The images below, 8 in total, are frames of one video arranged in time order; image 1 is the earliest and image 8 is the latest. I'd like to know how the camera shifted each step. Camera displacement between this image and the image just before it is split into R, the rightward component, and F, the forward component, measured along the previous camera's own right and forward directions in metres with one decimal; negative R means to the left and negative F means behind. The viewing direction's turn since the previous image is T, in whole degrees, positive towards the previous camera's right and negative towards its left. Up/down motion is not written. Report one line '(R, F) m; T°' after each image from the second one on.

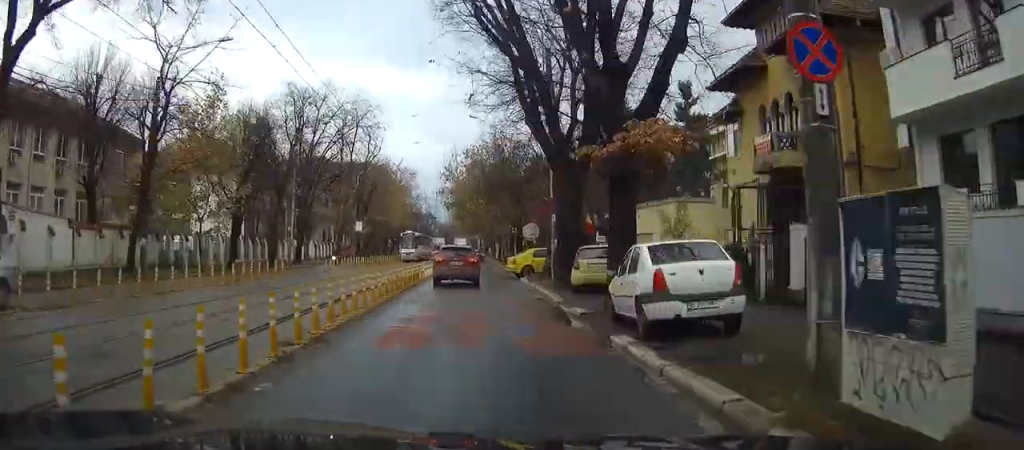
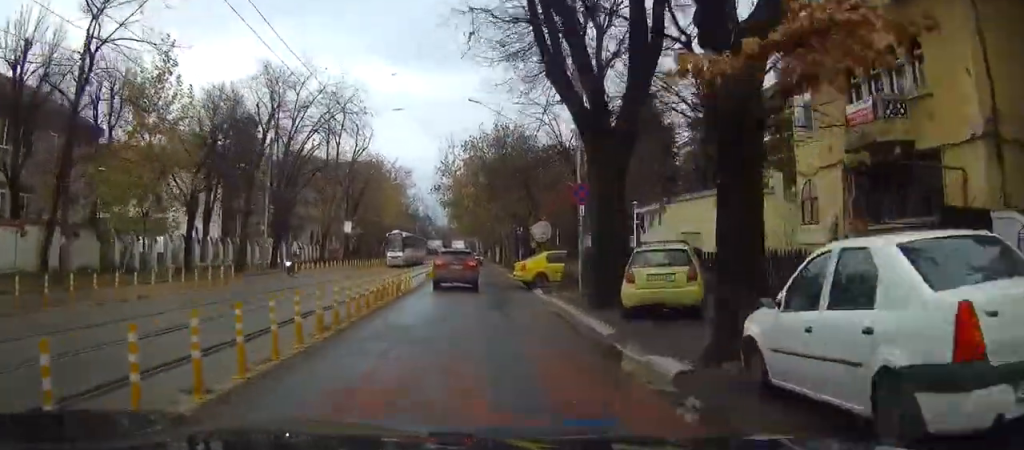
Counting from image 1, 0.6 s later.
(+0.1, +7.5) m; 0°
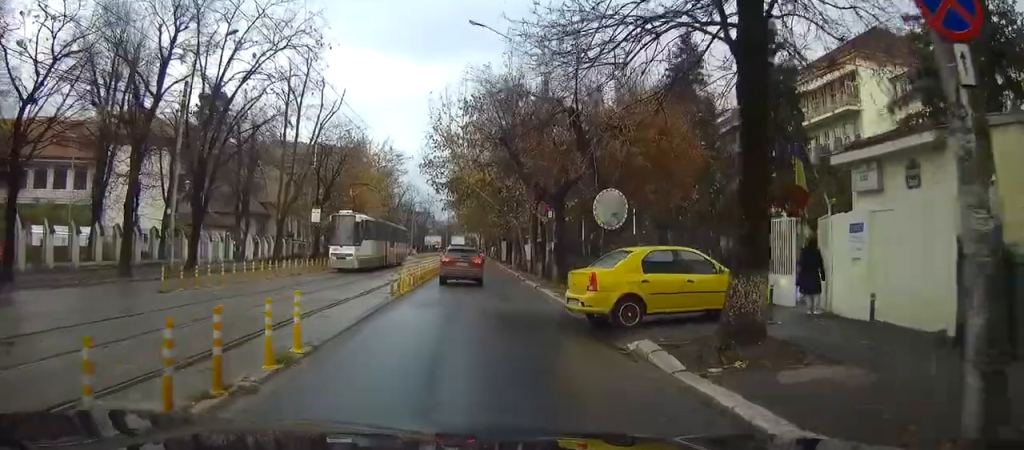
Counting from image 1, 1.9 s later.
(-0.2, +17.1) m; 0°
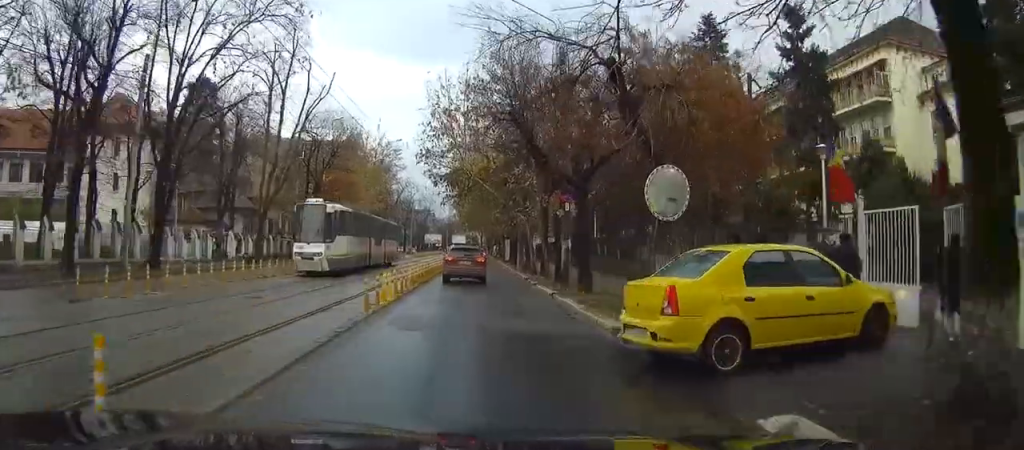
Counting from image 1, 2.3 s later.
(0.0, +5.3) m; 0°
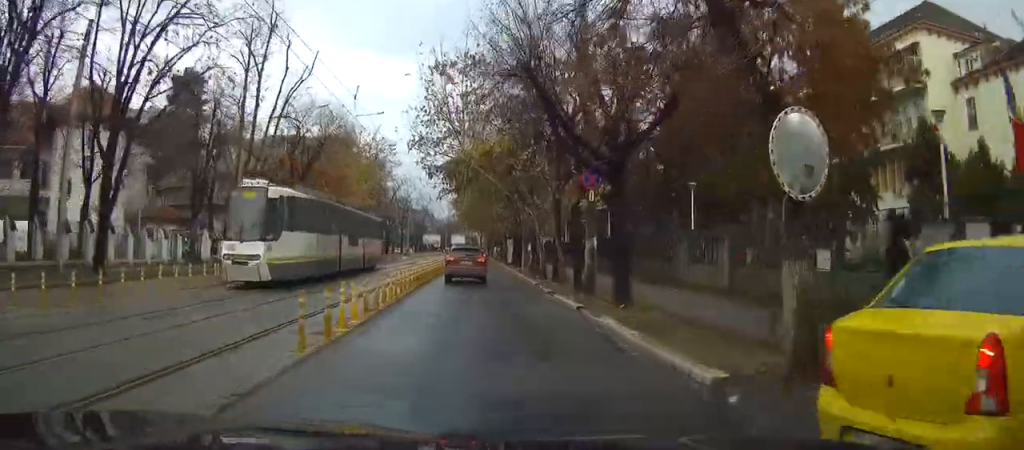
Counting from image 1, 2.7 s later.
(0.0, +5.7) m; 0°
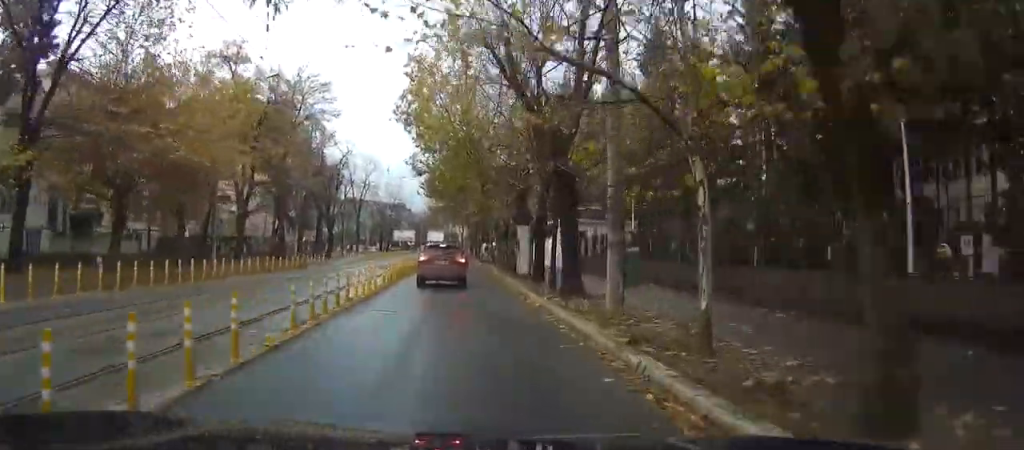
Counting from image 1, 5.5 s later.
(+0.2, +36.9) m; +1°
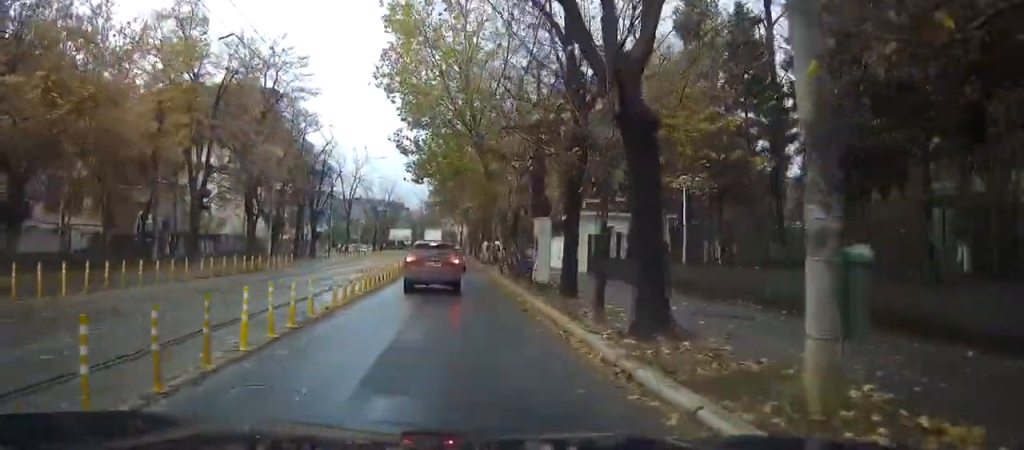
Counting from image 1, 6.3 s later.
(+0.1, +9.7) m; +1°
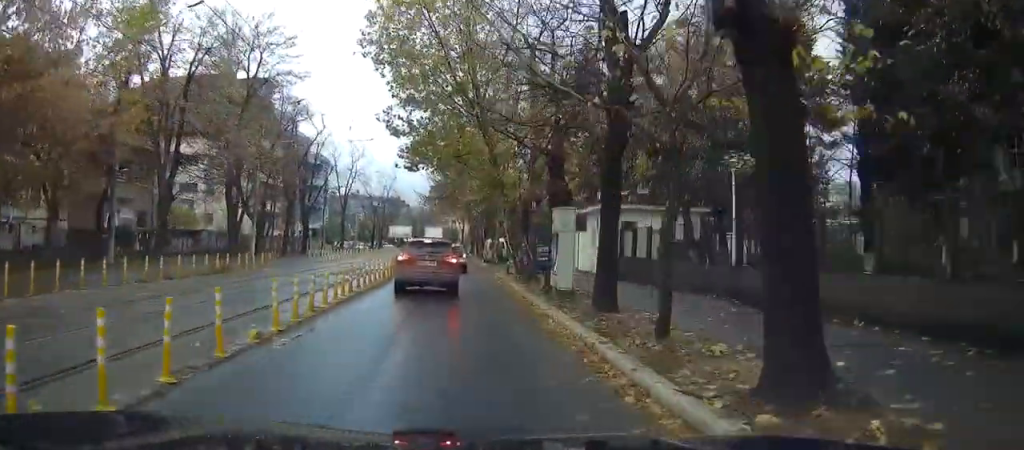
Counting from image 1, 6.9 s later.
(+0.1, +5.7) m; 0°
